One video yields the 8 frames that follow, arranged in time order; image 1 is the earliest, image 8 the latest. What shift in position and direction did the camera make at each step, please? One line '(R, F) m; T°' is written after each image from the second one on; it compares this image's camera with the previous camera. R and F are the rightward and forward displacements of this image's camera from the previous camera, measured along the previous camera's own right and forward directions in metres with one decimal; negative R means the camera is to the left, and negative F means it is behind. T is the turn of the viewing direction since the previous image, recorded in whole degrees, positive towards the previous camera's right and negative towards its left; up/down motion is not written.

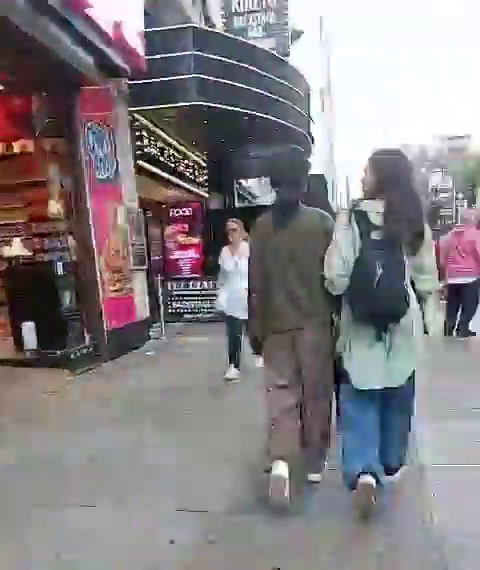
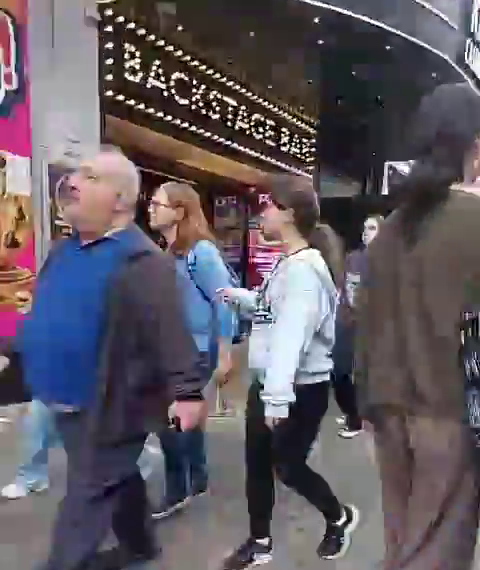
(-0.7, +4.8) m; -13°
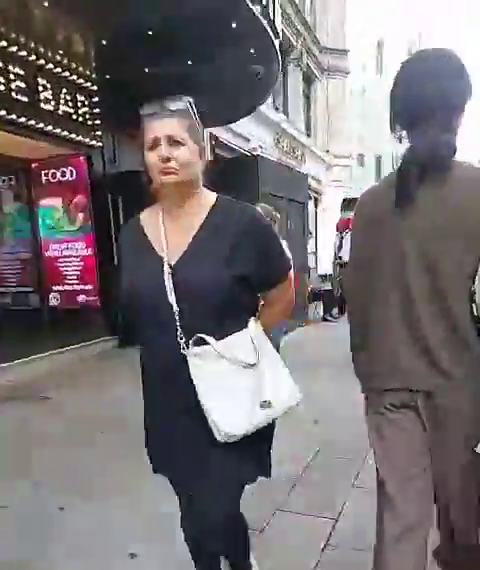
(-0.1, +2.5) m; -4°
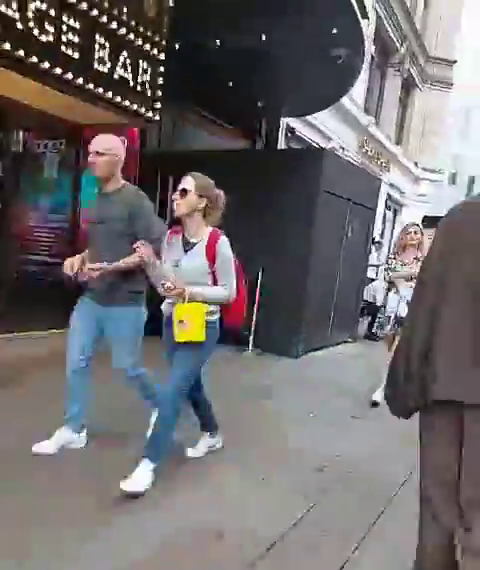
(0.0, +1.0) m; -1°
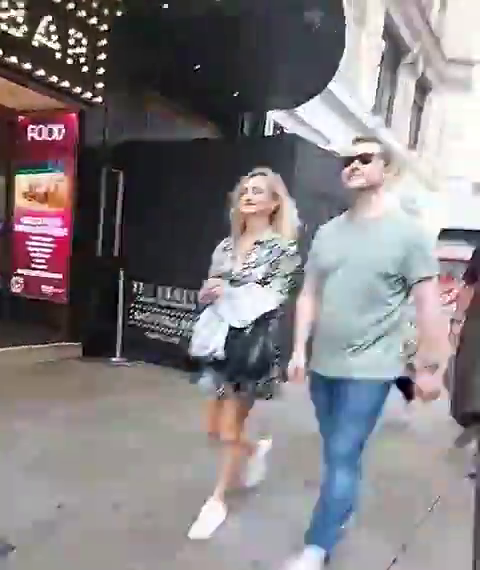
(0.0, +1.6) m; -5°
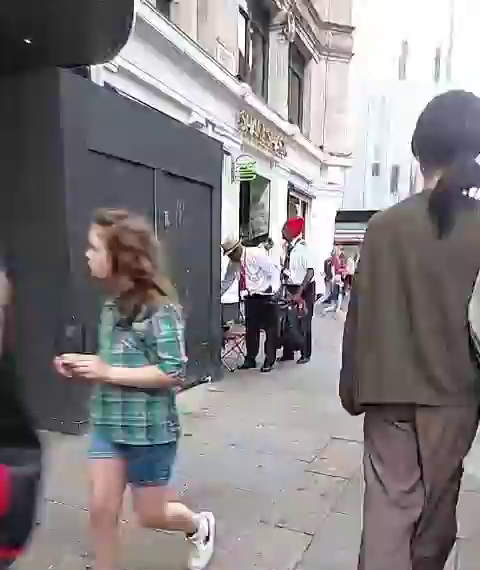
(-0.1, +1.9) m; -7°
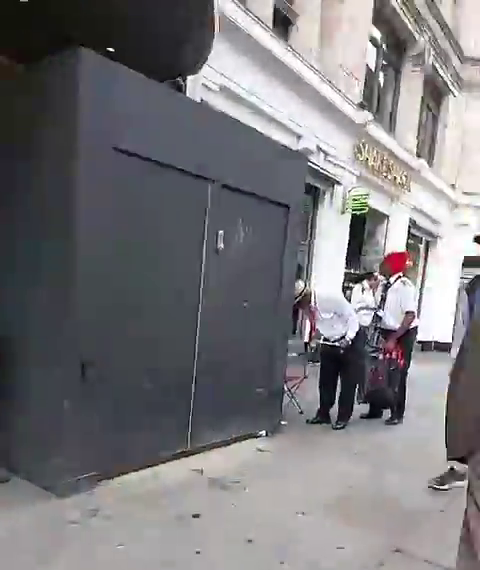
(-0.1, +1.2) m; -4°
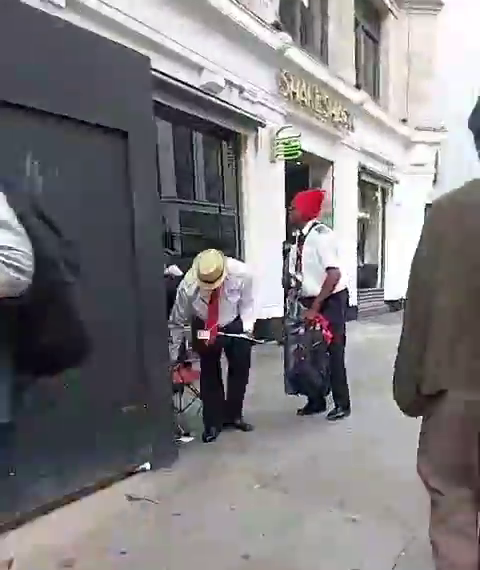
(0.0, +1.7) m; -2°
